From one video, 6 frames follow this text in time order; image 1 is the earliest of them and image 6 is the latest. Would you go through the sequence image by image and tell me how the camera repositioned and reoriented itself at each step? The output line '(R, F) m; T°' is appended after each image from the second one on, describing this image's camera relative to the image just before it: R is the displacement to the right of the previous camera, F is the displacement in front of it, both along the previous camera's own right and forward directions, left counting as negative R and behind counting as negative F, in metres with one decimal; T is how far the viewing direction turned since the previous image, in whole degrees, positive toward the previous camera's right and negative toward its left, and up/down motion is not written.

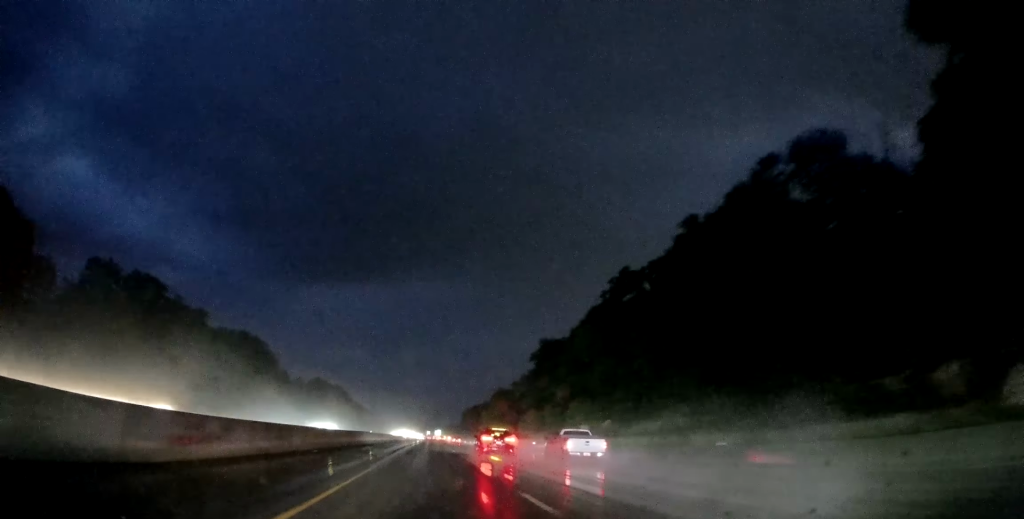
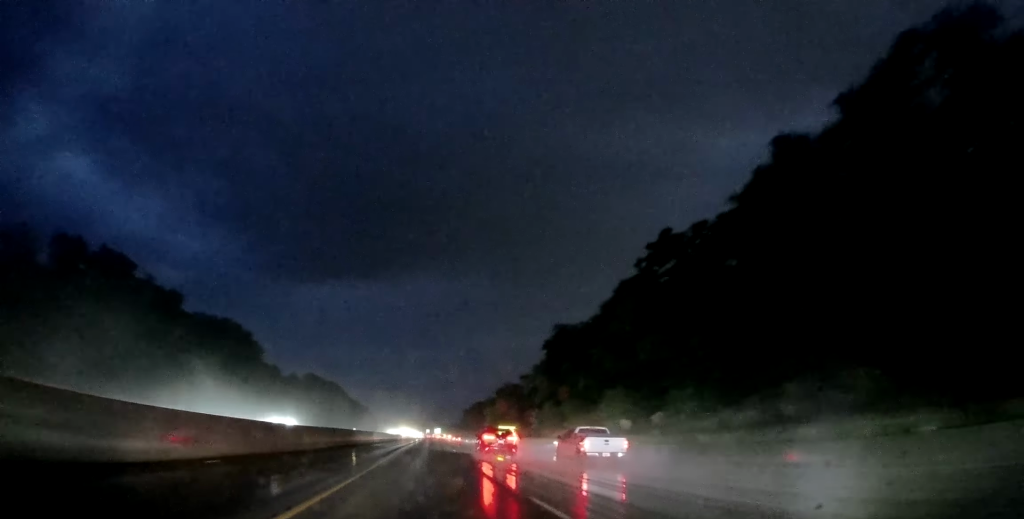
(0.0, +12.5) m; 0°
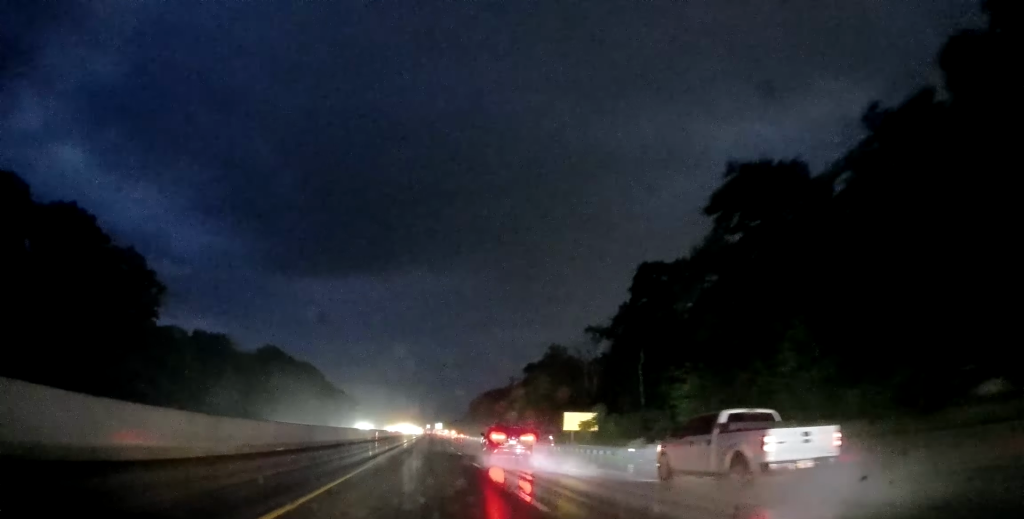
(0.0, +57.1) m; 0°
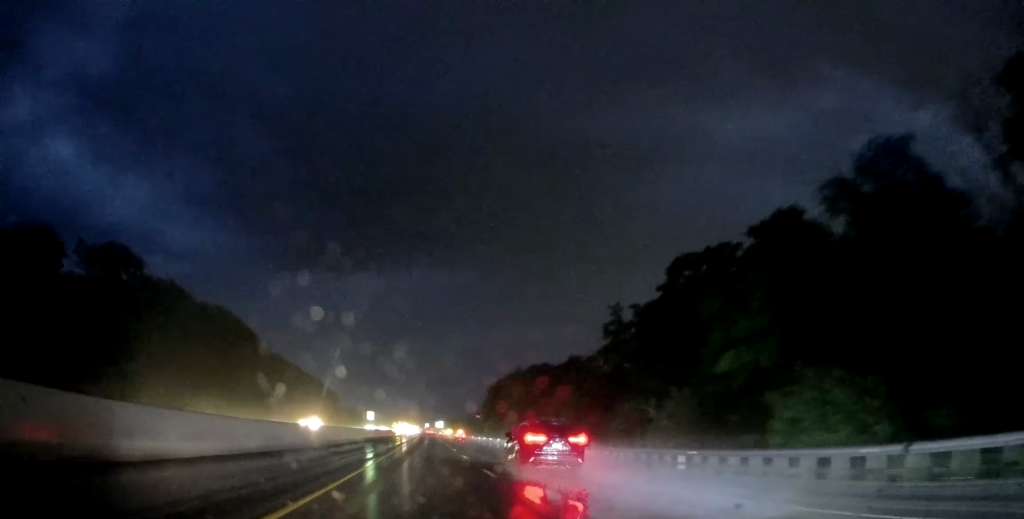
(-1.3, +88.1) m; -1°
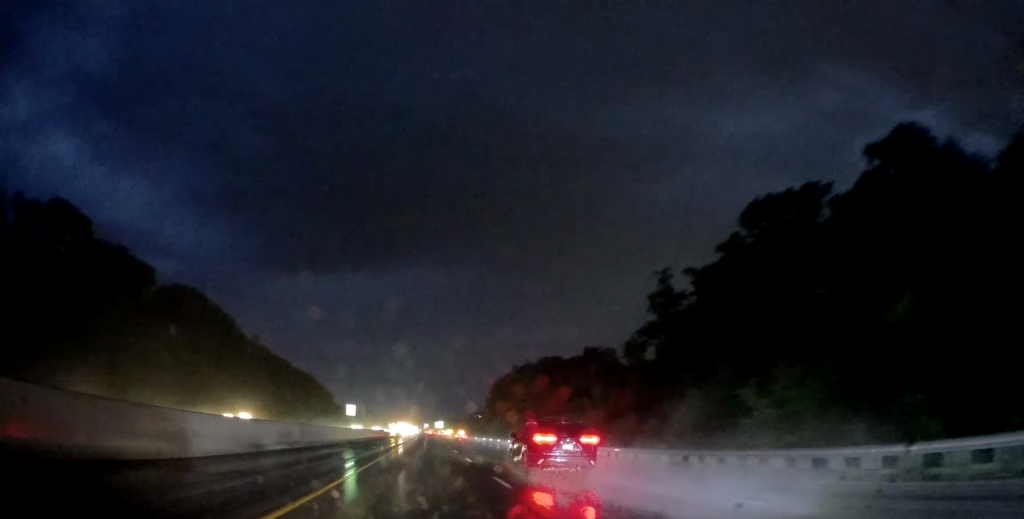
(+0.1, +15.0) m; +1°
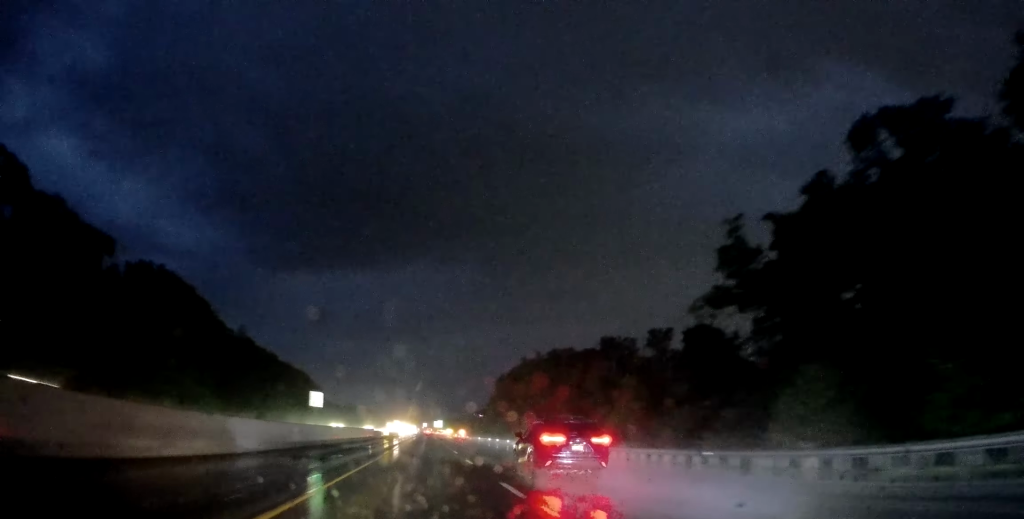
(0.0, +13.9) m; 0°
